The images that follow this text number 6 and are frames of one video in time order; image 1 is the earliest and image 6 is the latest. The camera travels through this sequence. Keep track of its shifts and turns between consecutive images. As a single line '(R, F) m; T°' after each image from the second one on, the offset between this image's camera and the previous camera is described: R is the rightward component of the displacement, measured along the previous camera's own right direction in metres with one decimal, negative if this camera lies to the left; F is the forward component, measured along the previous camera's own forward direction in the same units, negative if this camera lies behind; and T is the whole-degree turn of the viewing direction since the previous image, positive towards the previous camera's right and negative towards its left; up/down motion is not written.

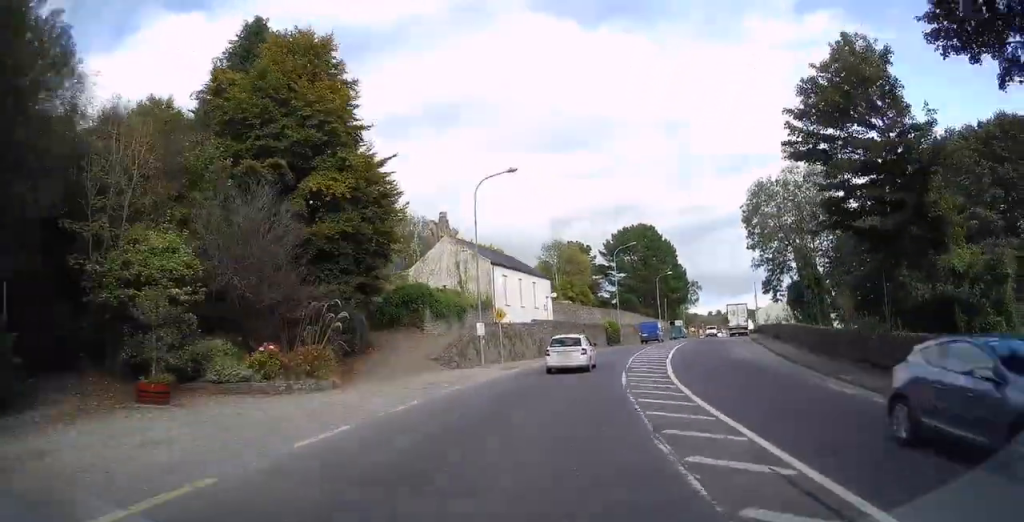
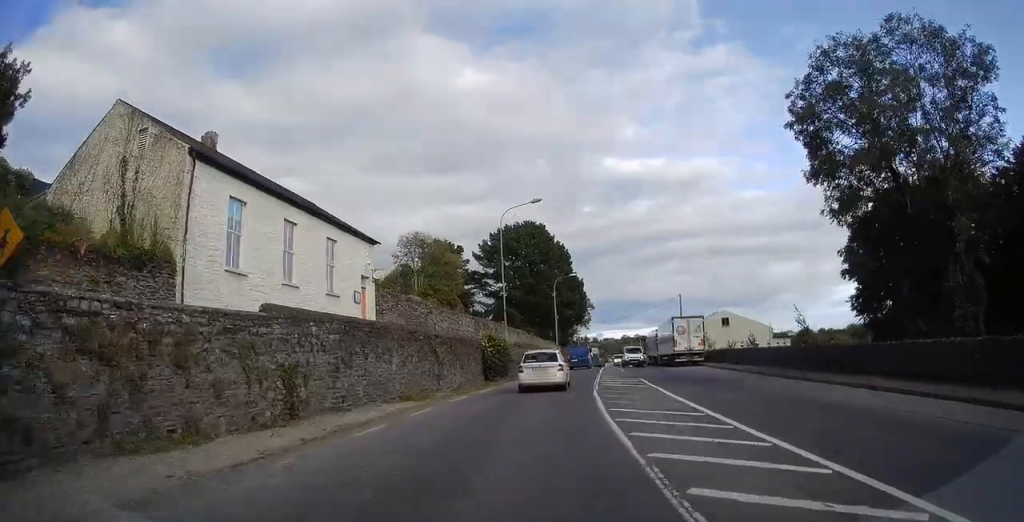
(+2.8, +28.8) m; +8°
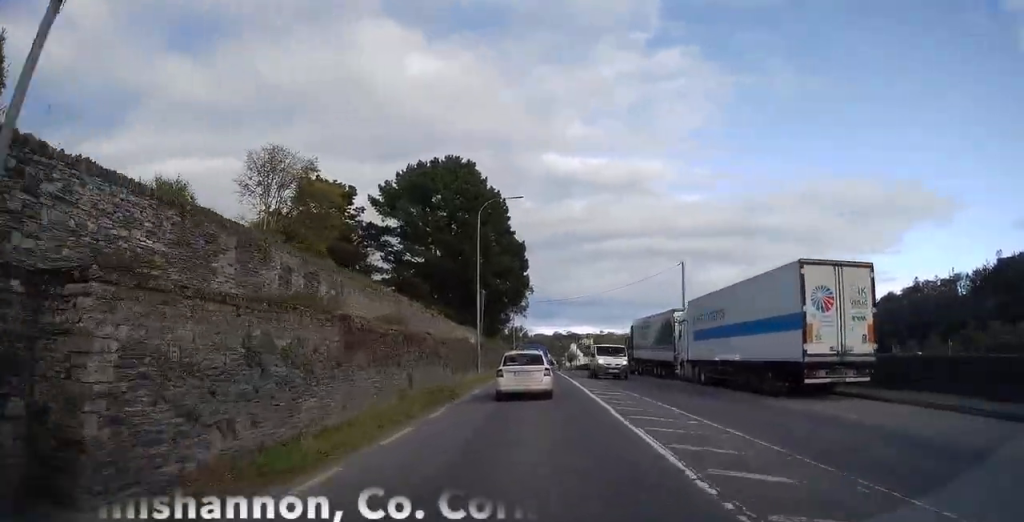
(+0.7, +31.4) m; +2°
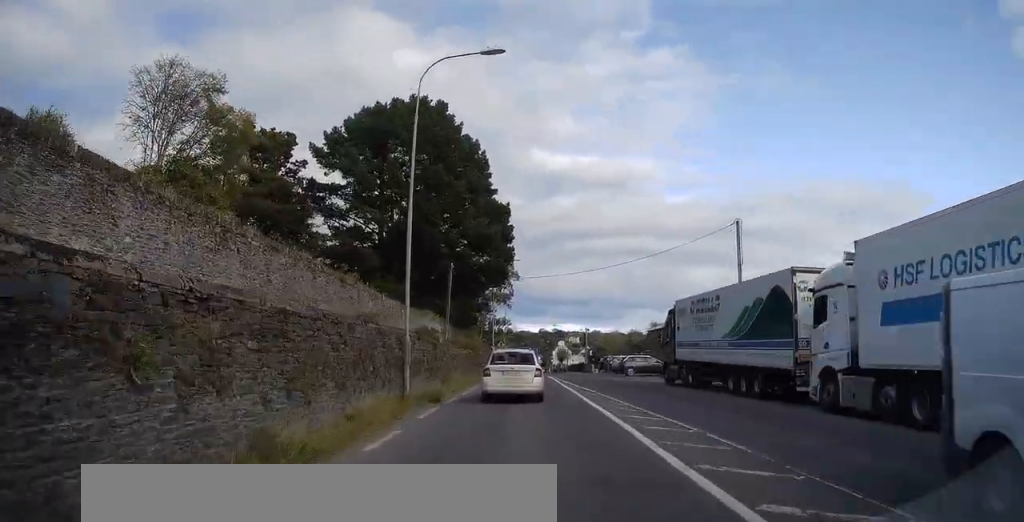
(+0.2, +14.9) m; +1°
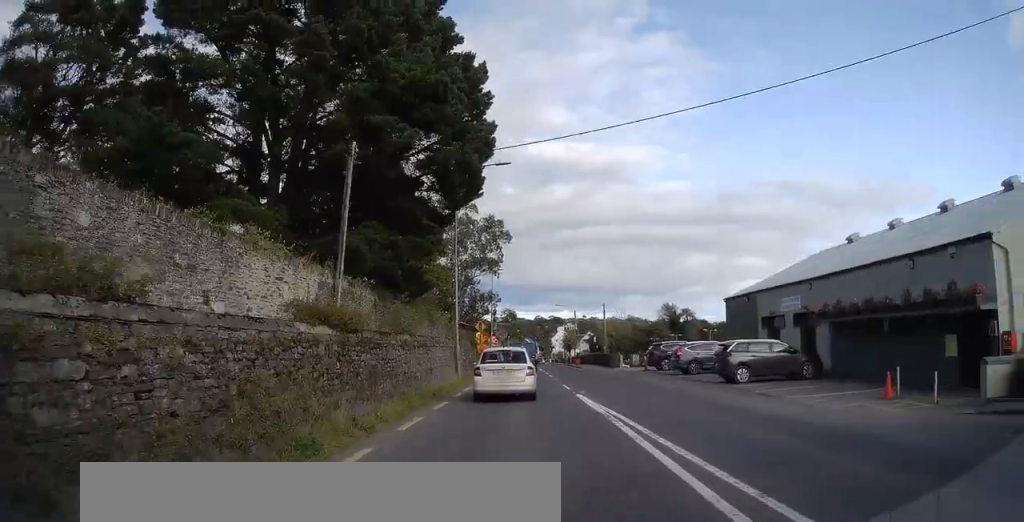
(-0.2, +23.1) m; -1°
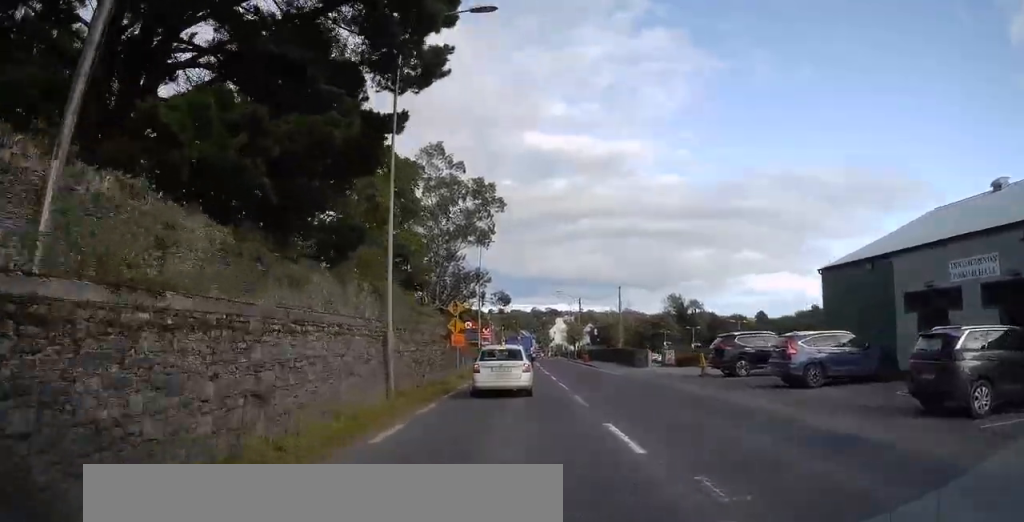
(-0.1, +12.7) m; +1°
